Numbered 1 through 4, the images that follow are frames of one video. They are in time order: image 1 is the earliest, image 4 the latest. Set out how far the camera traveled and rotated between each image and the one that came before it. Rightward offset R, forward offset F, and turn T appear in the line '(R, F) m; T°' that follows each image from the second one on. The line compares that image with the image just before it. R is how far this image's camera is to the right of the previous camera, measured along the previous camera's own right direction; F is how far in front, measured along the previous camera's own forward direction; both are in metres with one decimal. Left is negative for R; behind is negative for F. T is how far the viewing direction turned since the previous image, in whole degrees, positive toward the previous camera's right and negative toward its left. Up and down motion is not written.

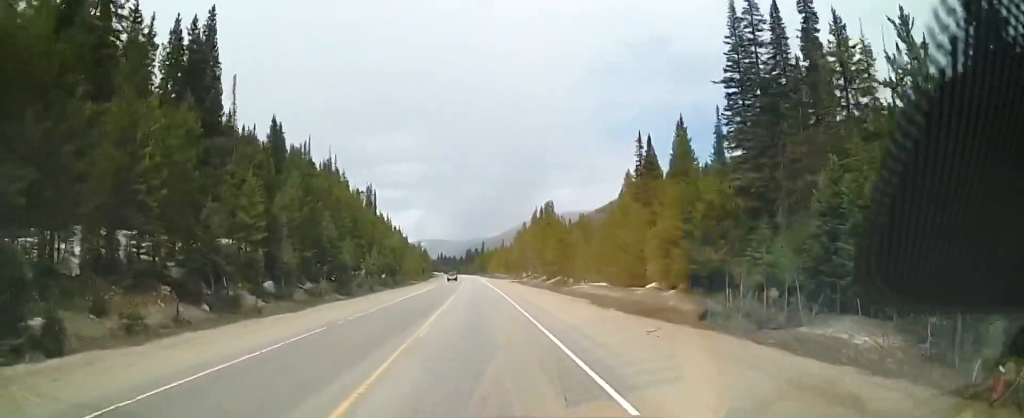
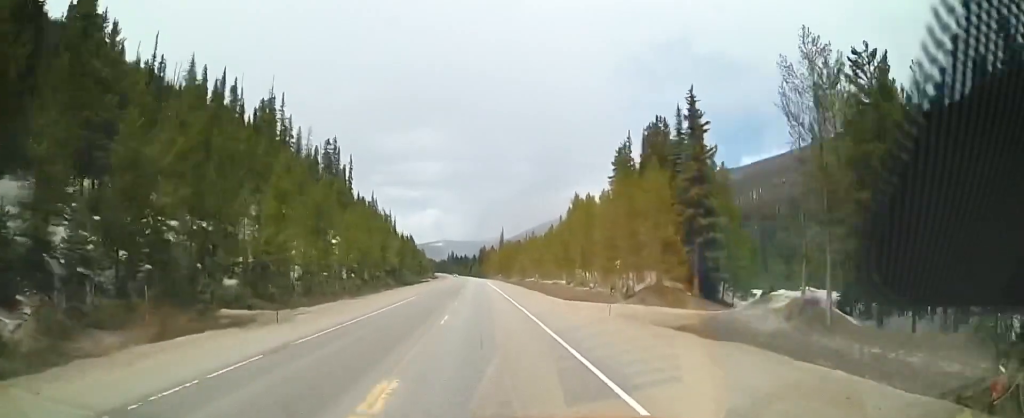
(-4.4, +90.4) m; -4°
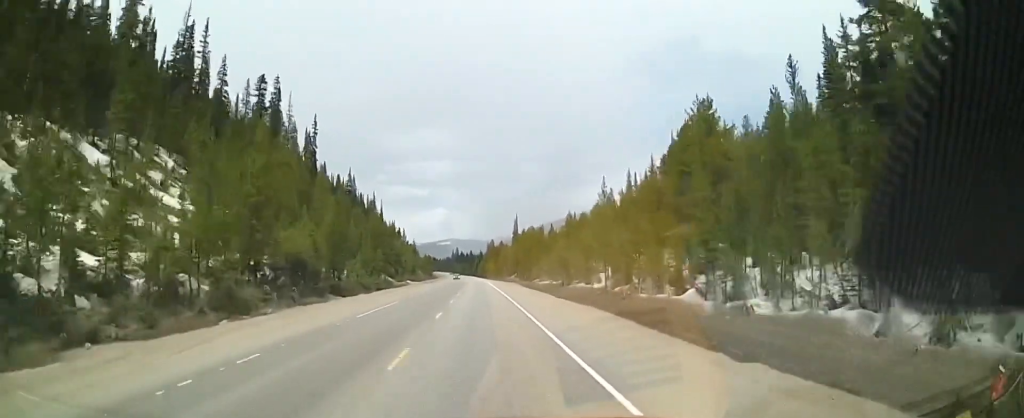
(-1.2, +56.9) m; -2°
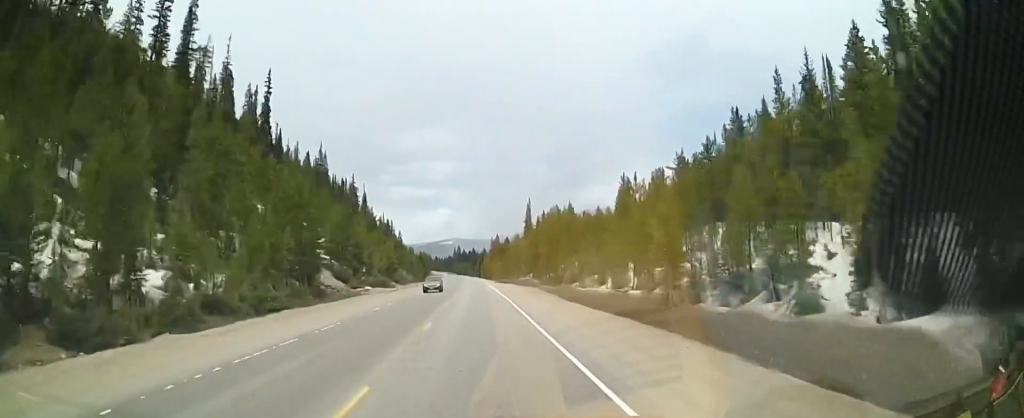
(-0.2, +40.6) m; -1°
